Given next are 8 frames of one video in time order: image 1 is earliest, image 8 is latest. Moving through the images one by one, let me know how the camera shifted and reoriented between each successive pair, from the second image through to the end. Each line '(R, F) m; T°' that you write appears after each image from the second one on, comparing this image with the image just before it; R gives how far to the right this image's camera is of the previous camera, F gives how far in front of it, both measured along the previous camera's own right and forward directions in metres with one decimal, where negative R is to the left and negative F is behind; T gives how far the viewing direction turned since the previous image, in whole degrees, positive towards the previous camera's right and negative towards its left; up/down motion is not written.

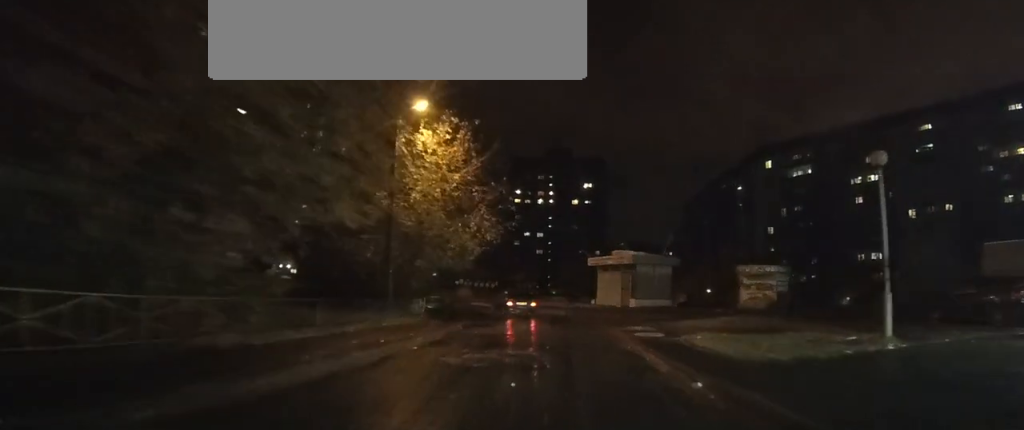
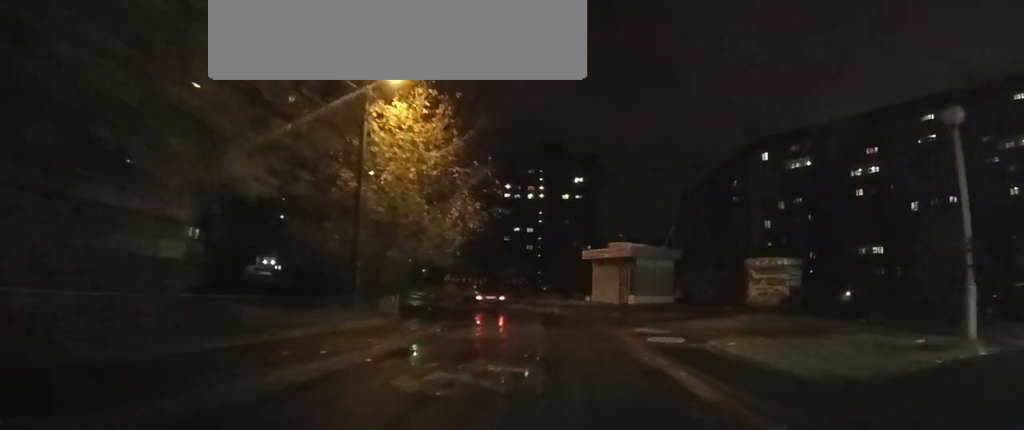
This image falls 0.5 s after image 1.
(0.0, +3.2) m; 0°
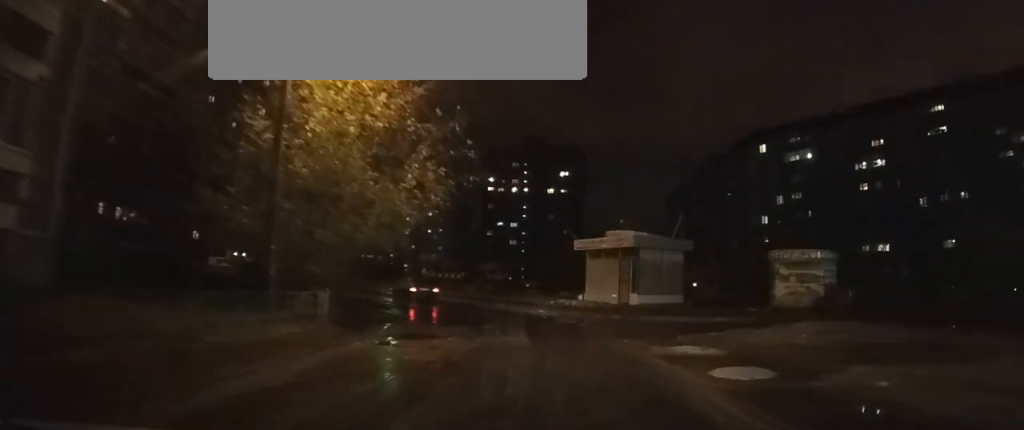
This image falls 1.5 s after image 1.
(0.0, +5.8) m; -1°
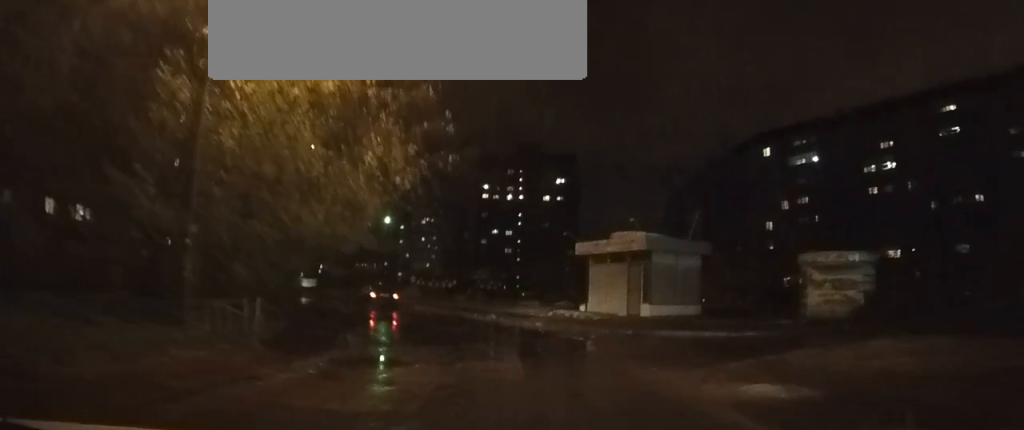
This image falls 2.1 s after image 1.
(-0.1, +3.8) m; -1°
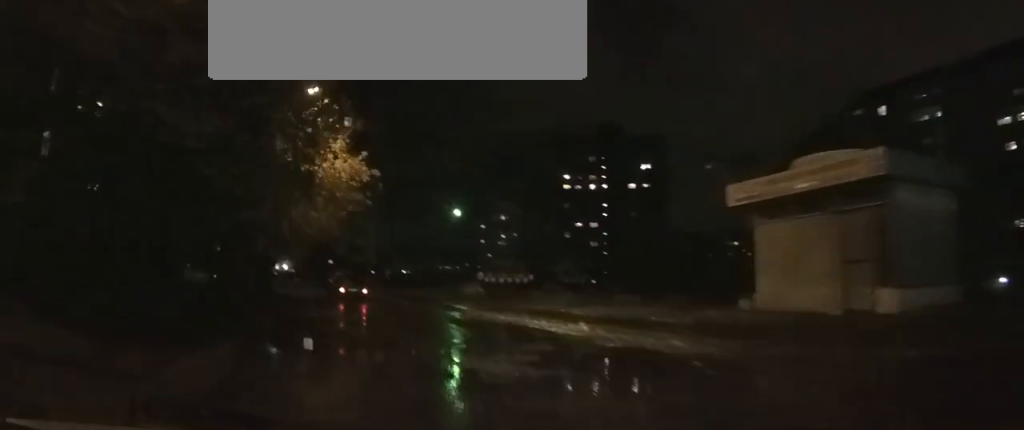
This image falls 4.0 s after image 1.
(-0.2, +12.5) m; -3°
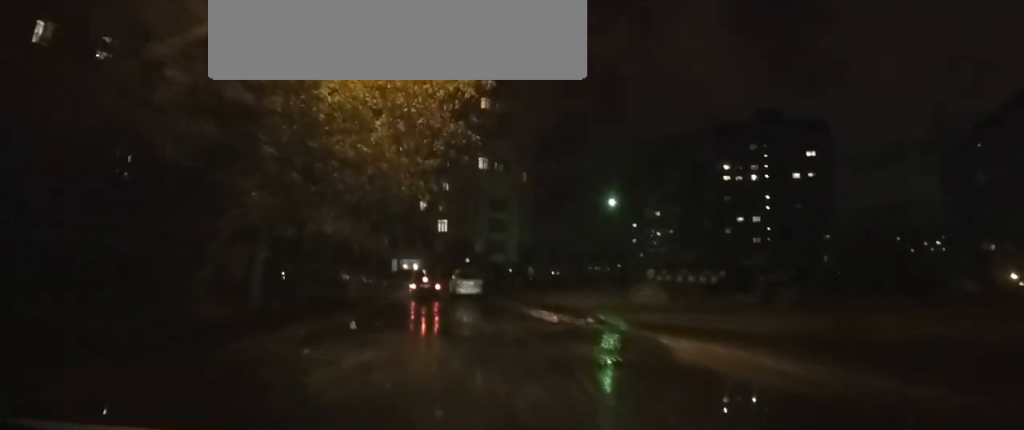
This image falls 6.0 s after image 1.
(-1.7, +12.5) m; -20°
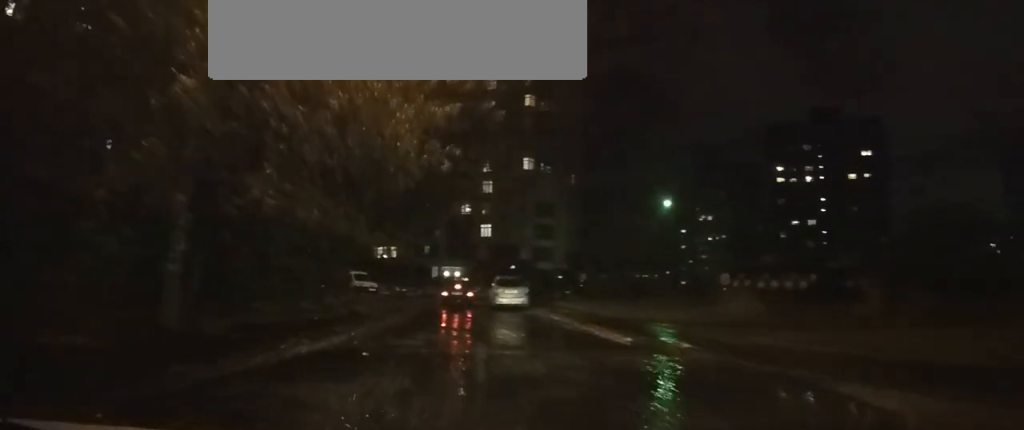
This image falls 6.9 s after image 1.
(-0.5, +5.4) m; -8°
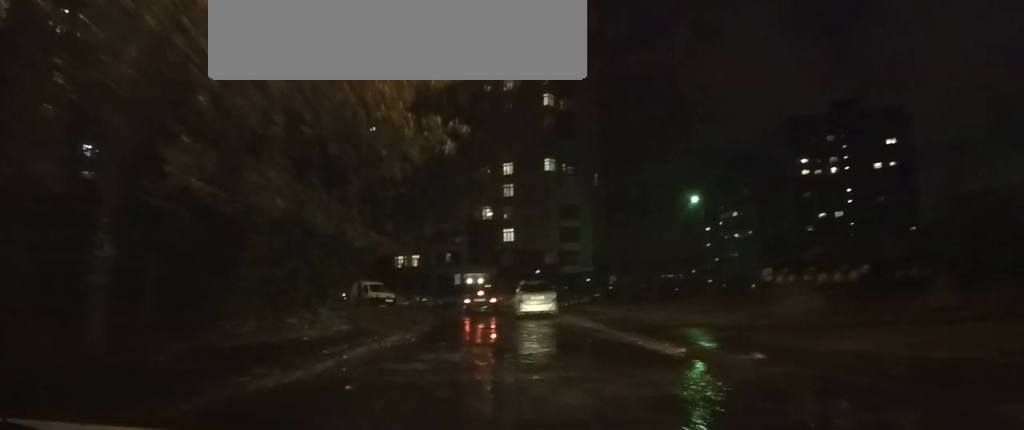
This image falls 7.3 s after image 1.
(-0.1, +2.4) m; -2°
